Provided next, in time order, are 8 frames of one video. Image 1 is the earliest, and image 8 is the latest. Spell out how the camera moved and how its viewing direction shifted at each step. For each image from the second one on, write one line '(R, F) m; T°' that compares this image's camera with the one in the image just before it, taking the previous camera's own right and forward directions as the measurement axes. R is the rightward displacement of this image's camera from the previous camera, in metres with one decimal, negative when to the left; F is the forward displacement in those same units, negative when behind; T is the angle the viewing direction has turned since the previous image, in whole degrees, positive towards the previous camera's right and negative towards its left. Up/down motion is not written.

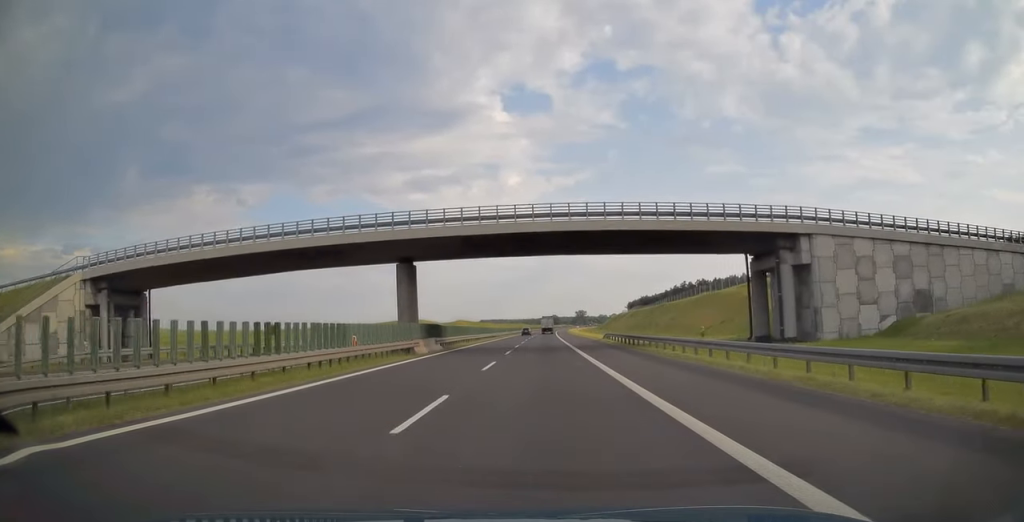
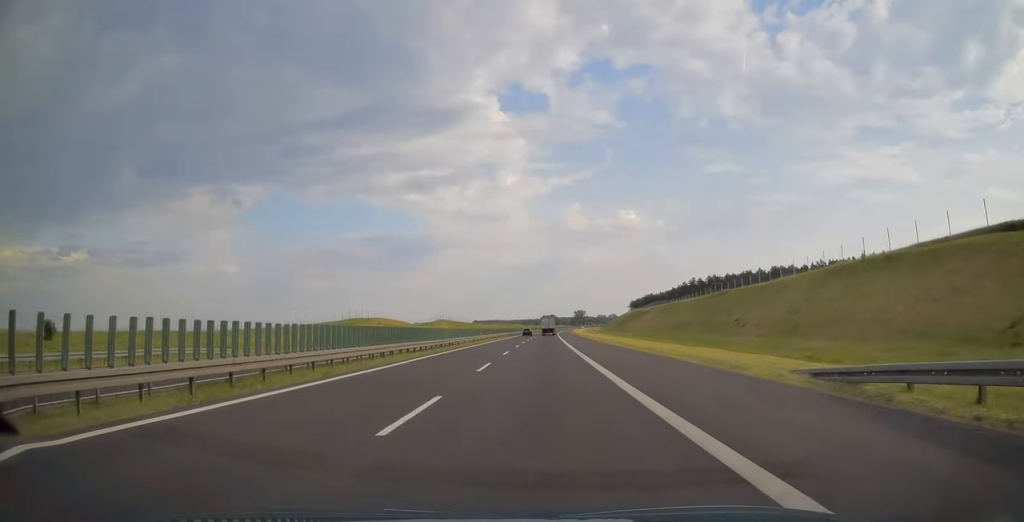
(0.0, +47.9) m; 0°
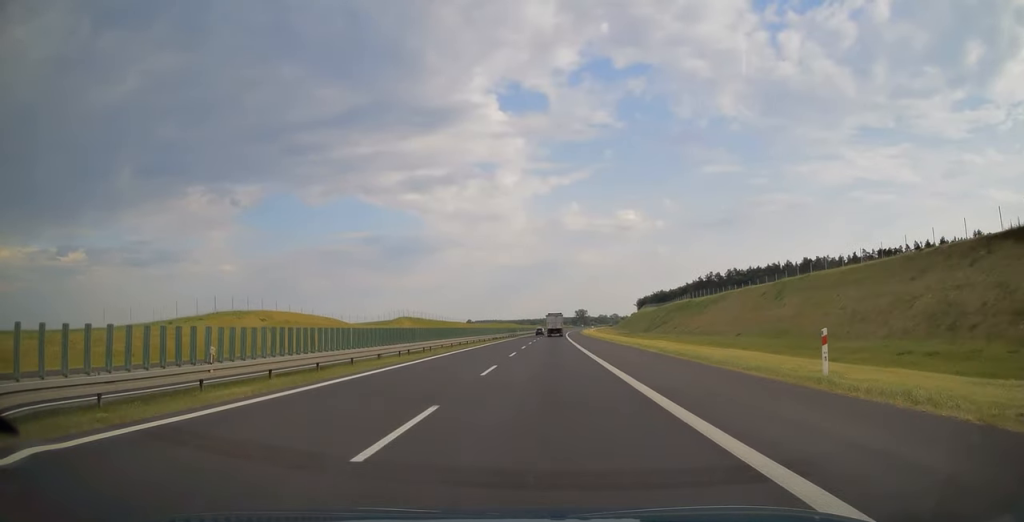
(+0.3, +61.7) m; 0°
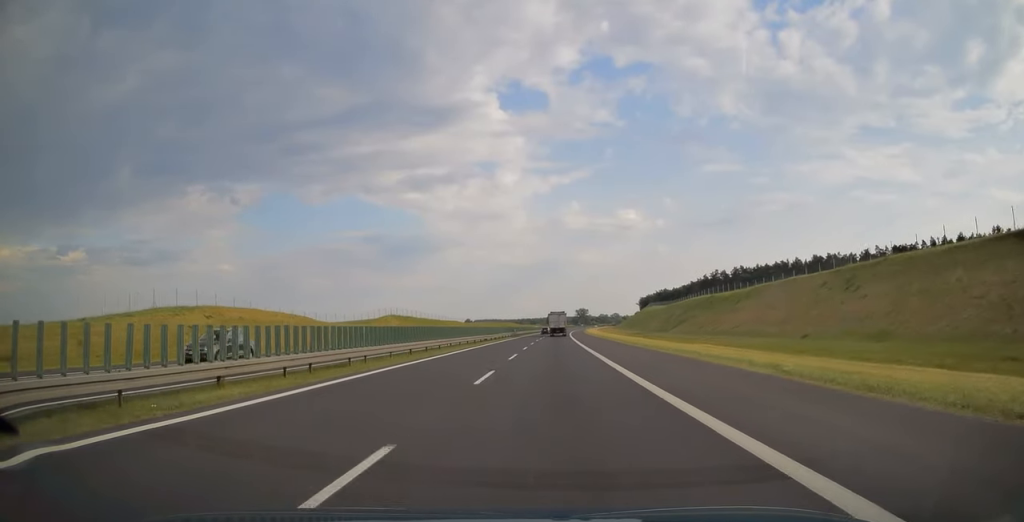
(0.0, +15.4) m; 0°
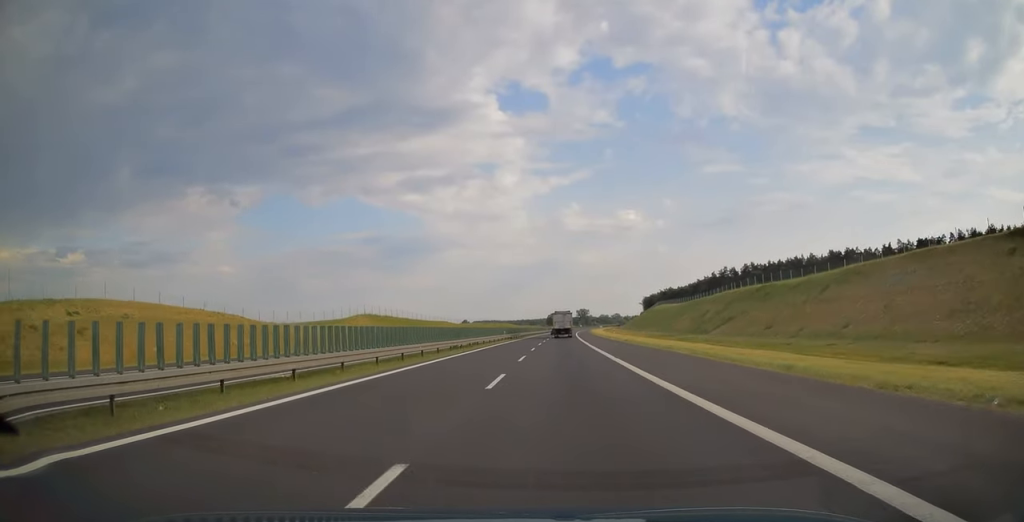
(-0.1, +25.0) m; 0°
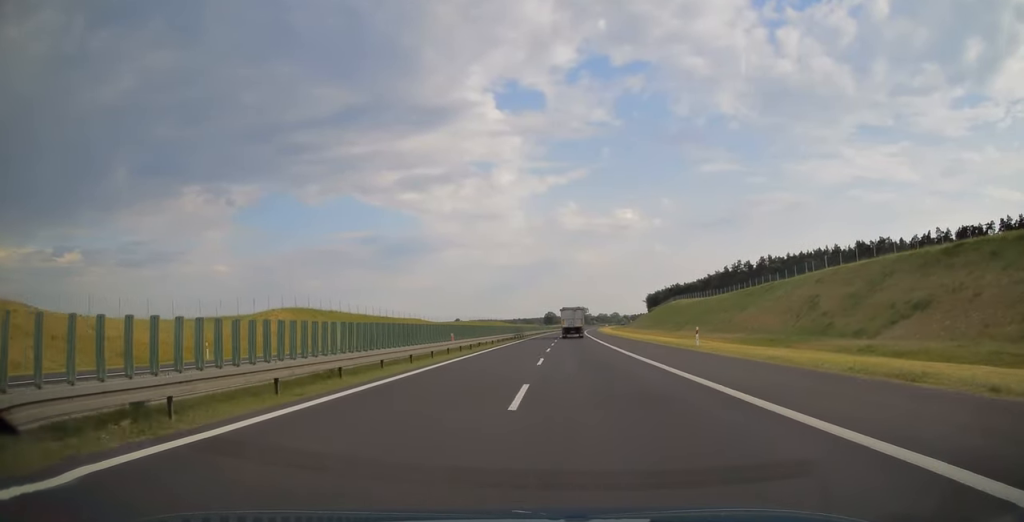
(0.0, +39.9) m; 0°
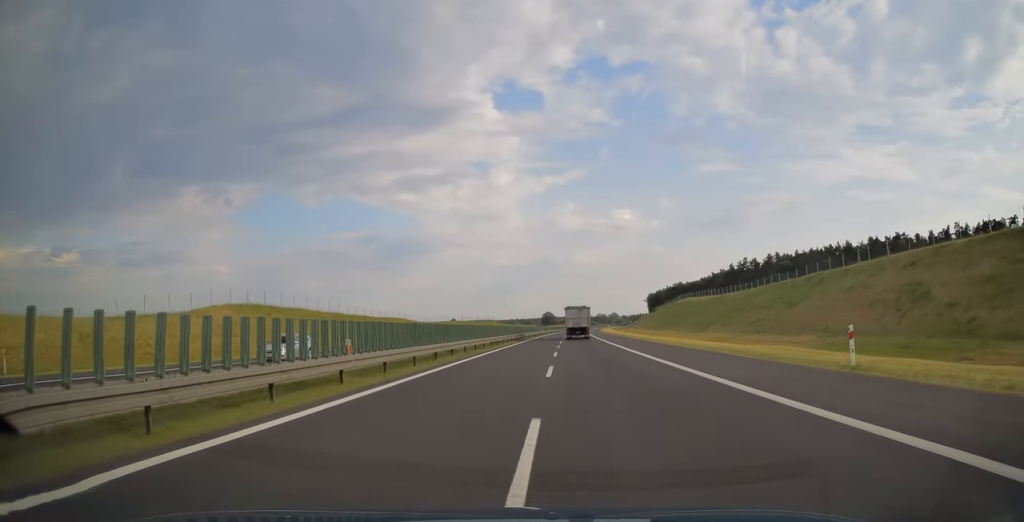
(0.0, +17.3) m; 0°
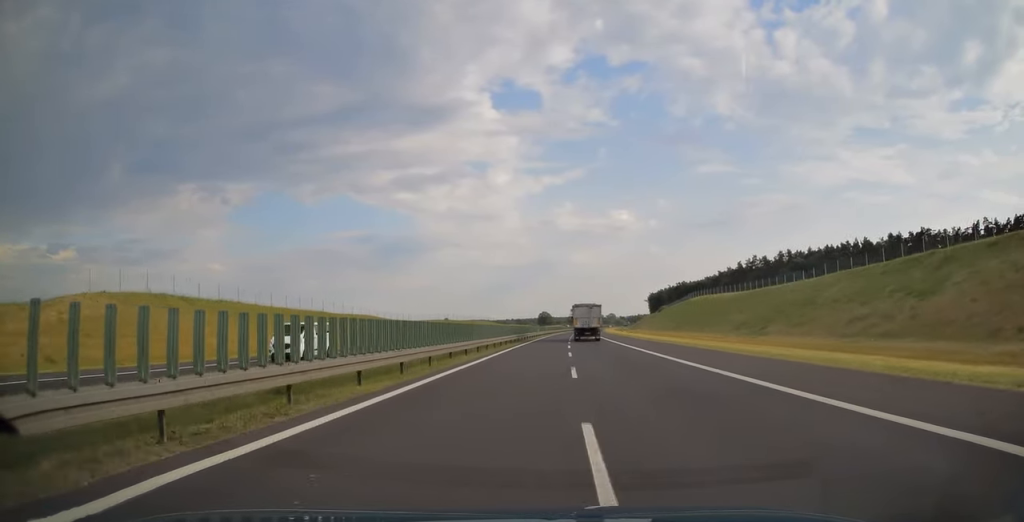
(+0.1, +24.4) m; 0°
